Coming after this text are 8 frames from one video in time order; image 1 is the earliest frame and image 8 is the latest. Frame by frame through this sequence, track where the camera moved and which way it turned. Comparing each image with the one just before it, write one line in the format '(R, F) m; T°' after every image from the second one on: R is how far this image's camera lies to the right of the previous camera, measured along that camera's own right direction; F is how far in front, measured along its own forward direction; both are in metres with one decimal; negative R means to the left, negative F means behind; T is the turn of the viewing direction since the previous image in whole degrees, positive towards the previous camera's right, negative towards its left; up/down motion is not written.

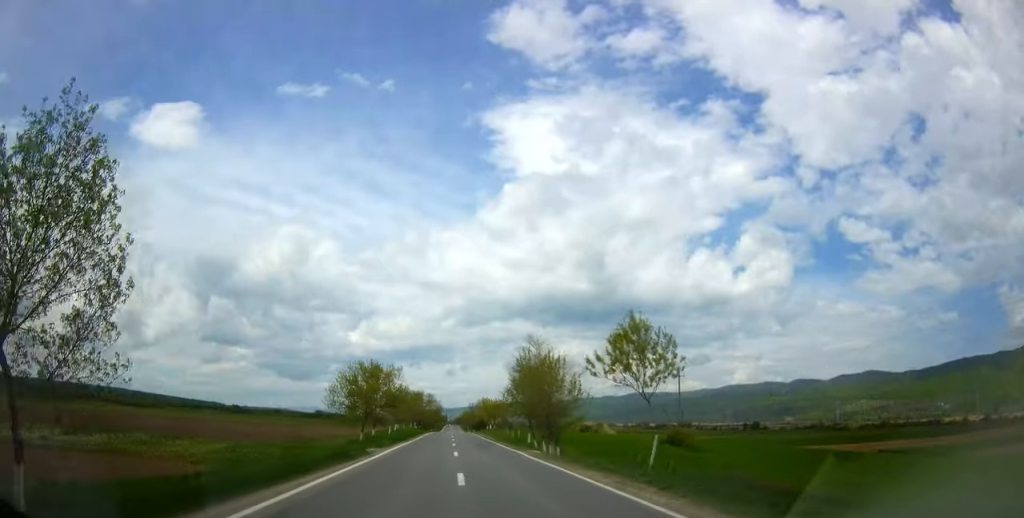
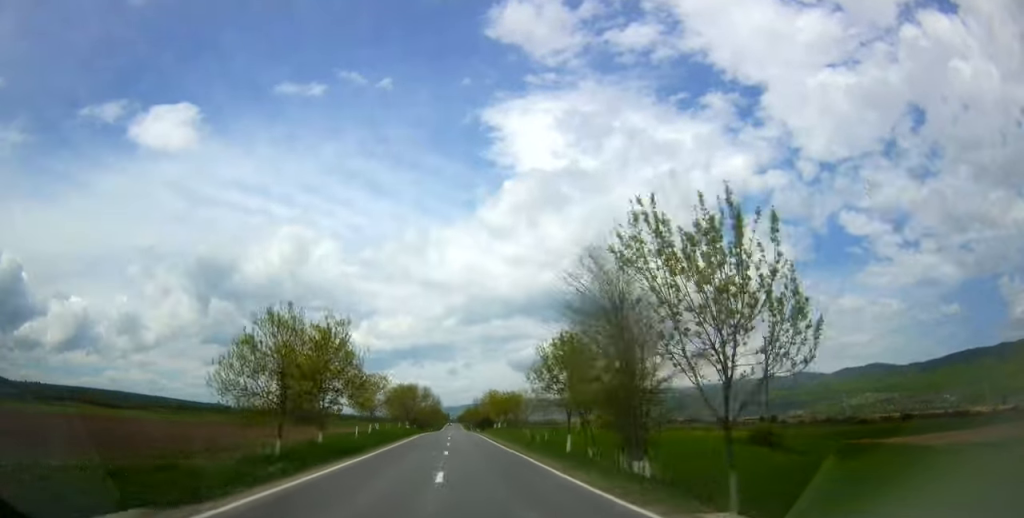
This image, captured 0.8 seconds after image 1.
(0.0, +24.4) m; +1°
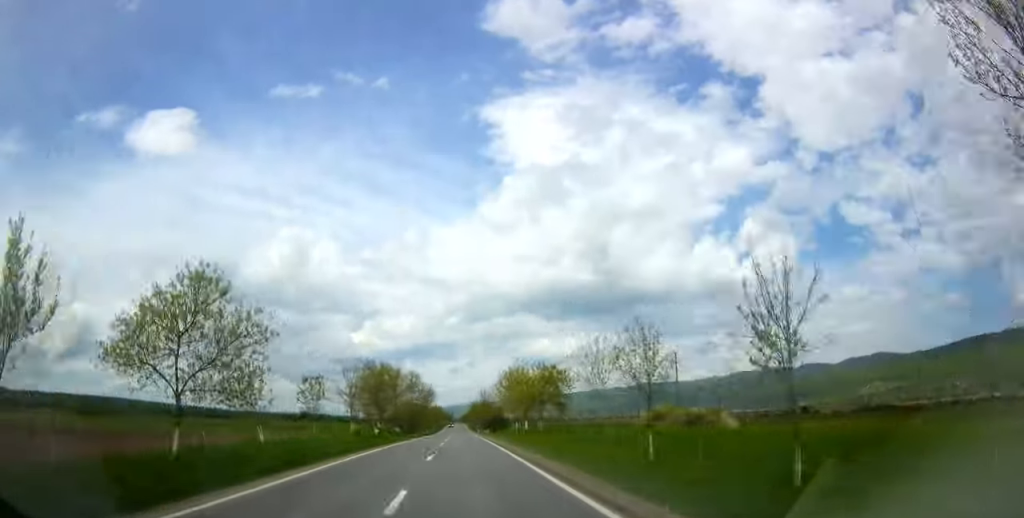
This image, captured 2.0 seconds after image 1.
(+0.6, +41.0) m; +1°
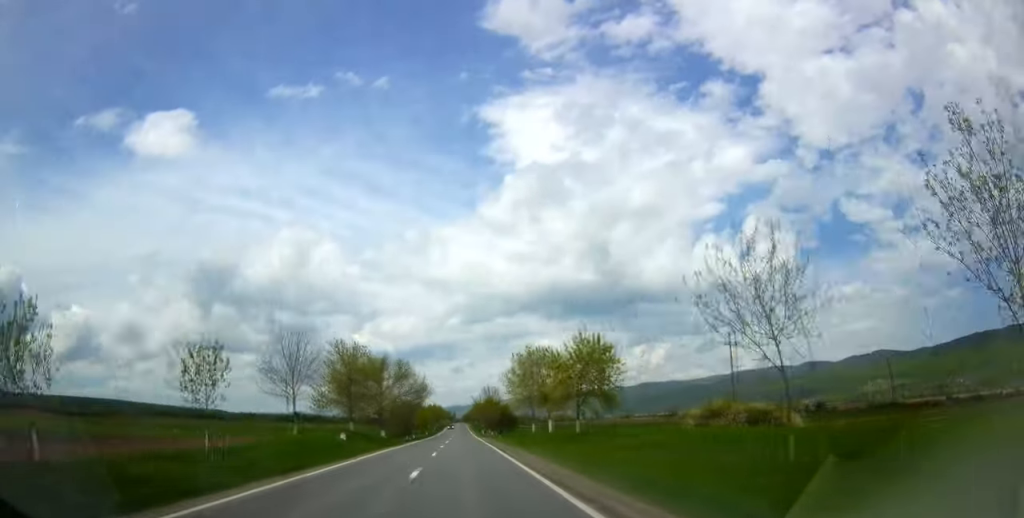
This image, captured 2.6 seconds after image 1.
(0.0, +17.9) m; 0°
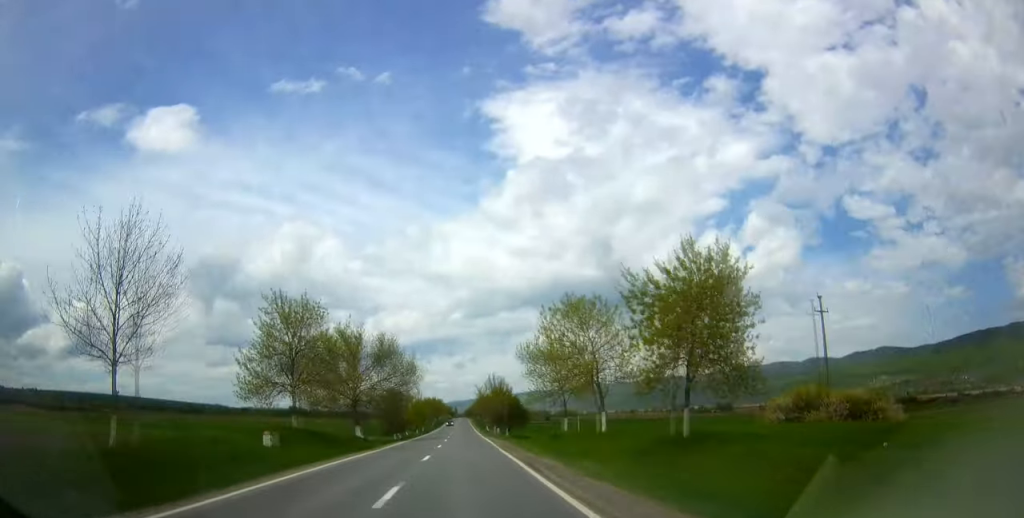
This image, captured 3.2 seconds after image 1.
(0.0, +17.8) m; 0°
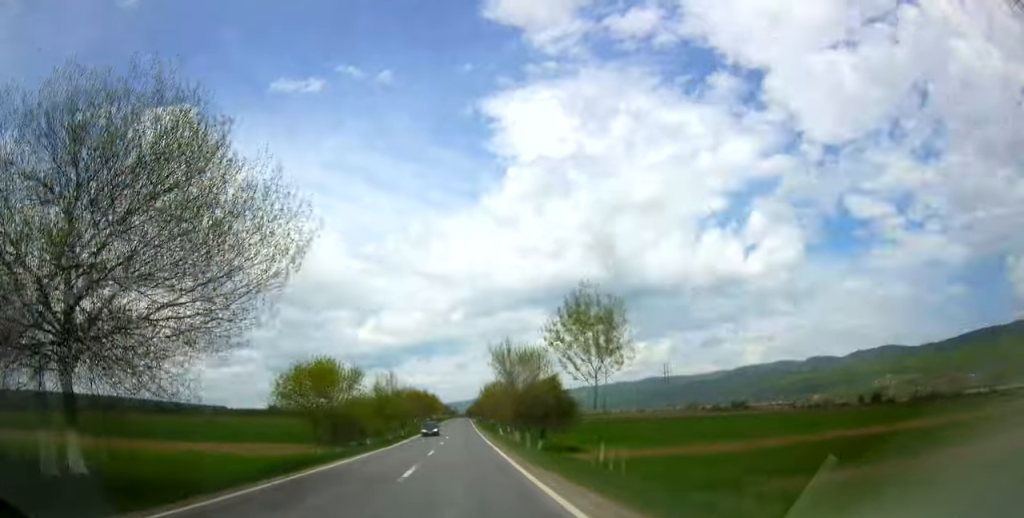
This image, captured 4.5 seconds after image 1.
(-0.1, +43.0) m; -1°
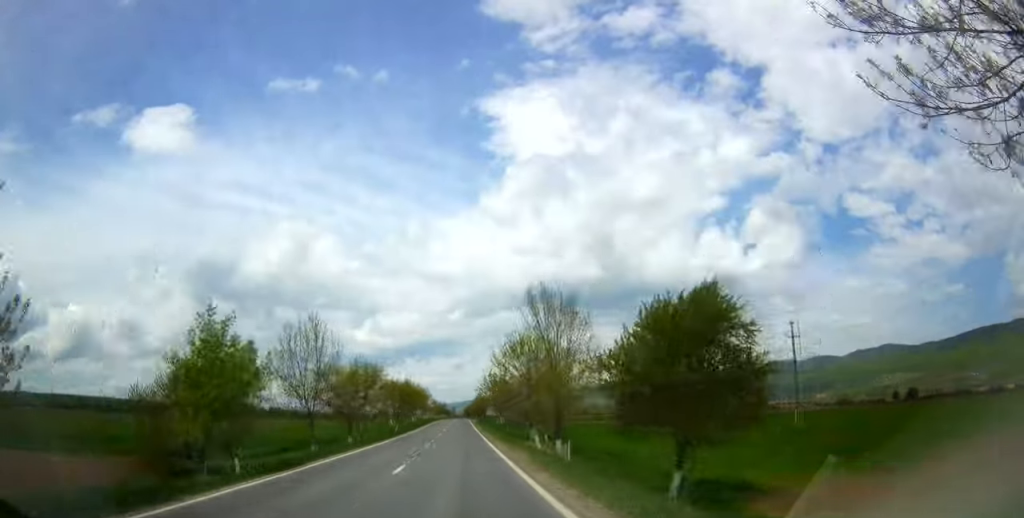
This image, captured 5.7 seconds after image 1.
(-0.6, +37.4) m; 0°
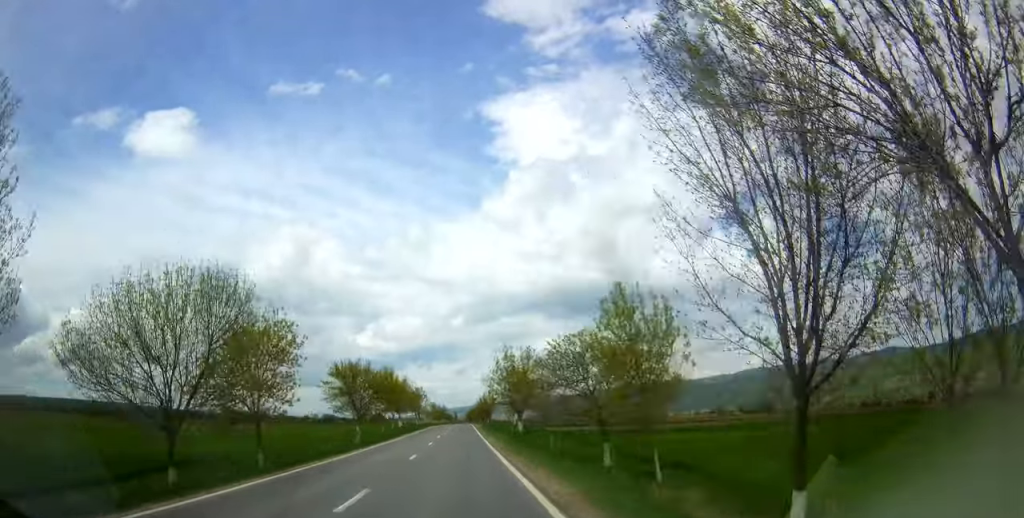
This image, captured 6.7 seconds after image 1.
(+0.3, +31.0) m; +1°
